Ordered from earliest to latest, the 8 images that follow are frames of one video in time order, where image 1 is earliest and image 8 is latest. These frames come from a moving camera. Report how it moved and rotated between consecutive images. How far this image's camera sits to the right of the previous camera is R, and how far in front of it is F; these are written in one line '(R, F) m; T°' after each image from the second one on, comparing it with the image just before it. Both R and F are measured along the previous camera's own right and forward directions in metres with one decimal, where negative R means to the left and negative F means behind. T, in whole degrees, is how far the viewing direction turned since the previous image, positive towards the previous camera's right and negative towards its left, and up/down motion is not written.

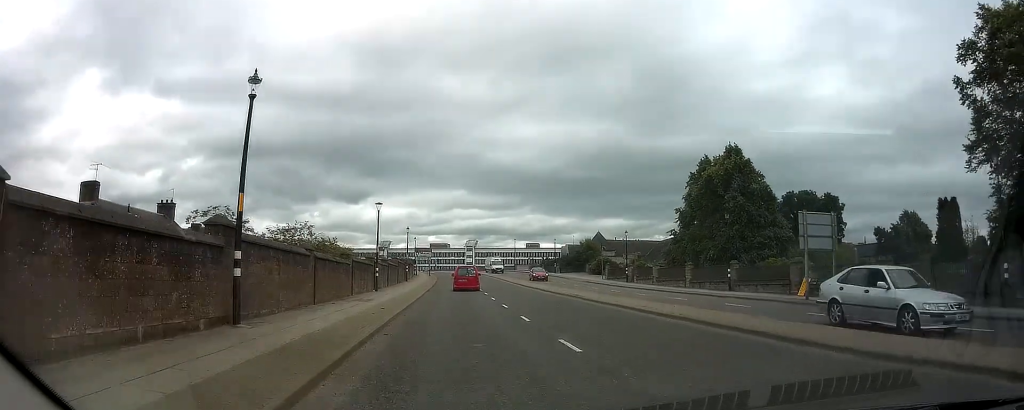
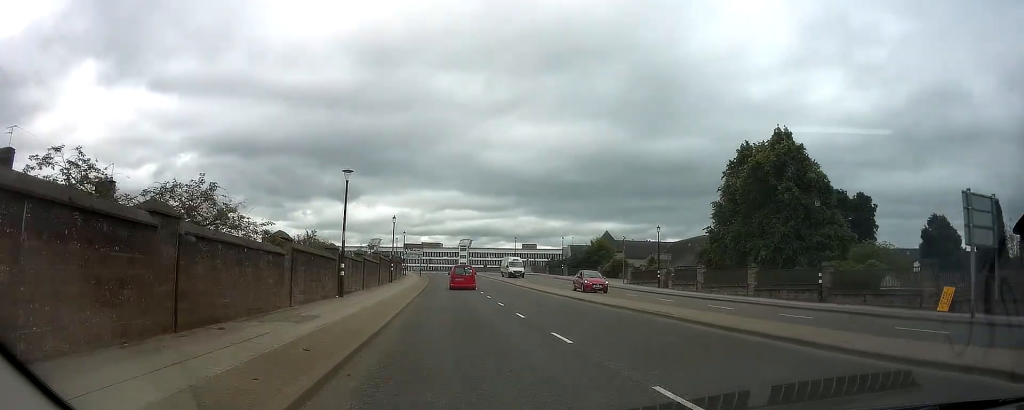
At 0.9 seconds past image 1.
(+0.1, +10.9) m; 0°
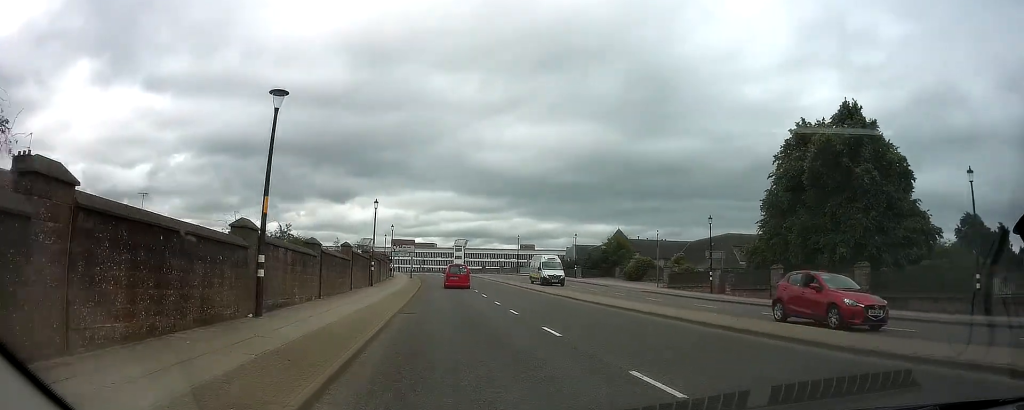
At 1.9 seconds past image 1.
(0.0, +11.1) m; 0°
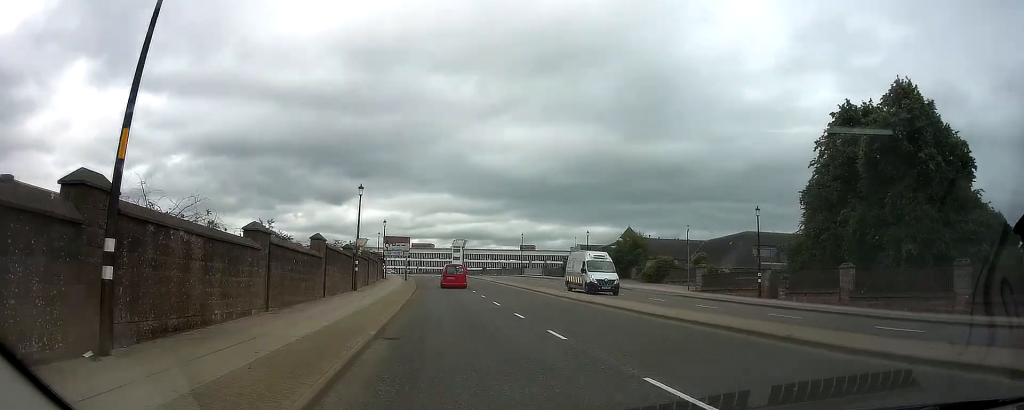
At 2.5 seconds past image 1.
(0.0, +6.9) m; 0°
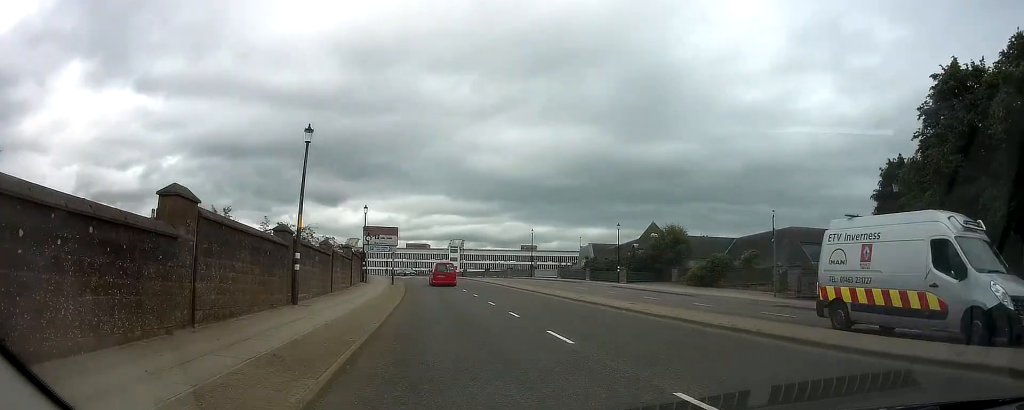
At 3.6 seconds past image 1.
(+0.1, +12.8) m; +1°
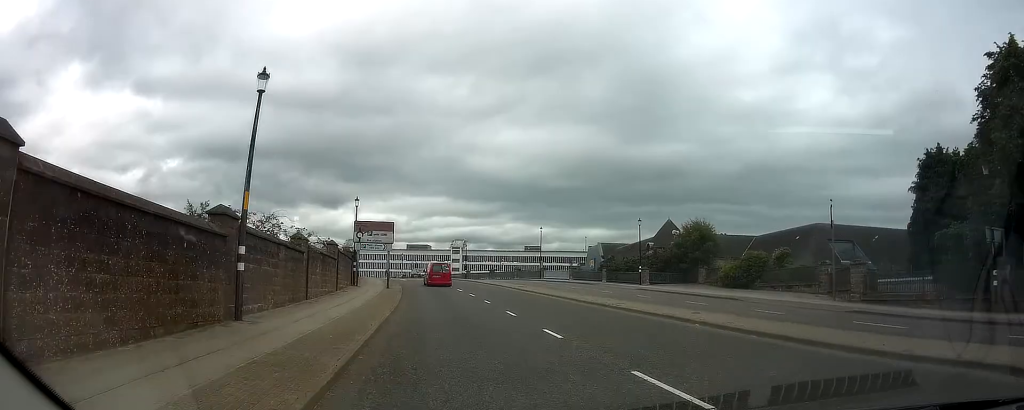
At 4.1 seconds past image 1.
(0.0, +5.6) m; 0°
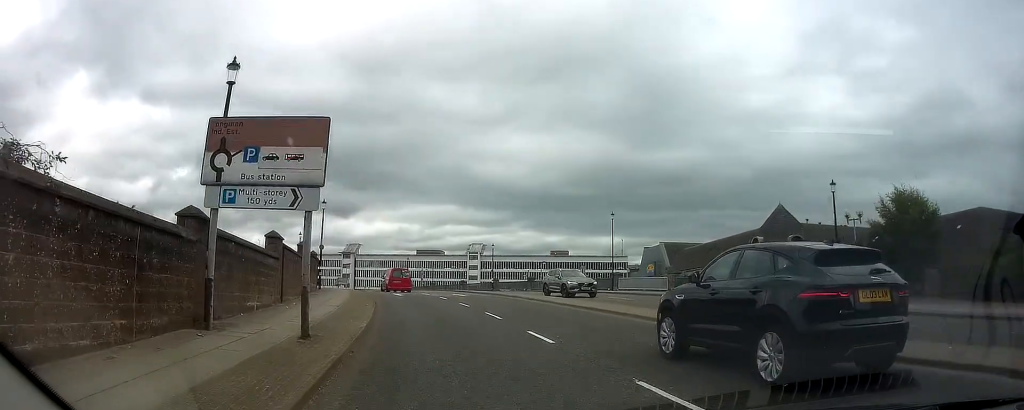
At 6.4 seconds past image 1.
(-1.0, +24.6) m; -4°
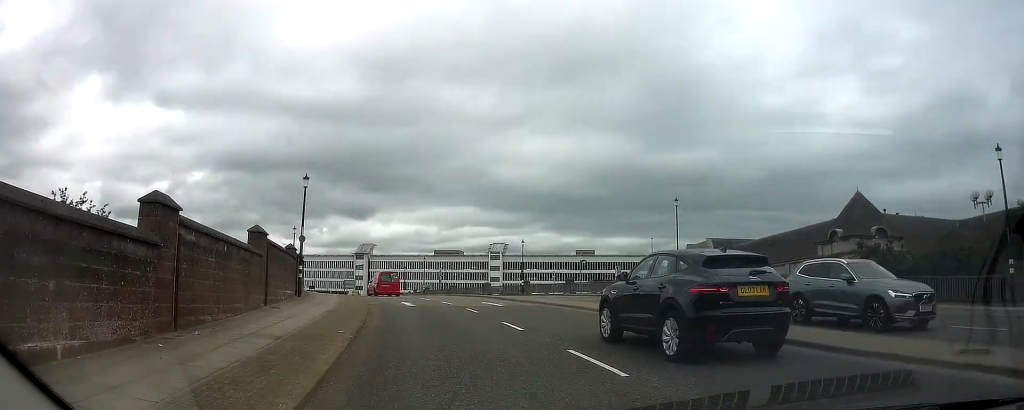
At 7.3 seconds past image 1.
(0.0, +9.5) m; 0°
